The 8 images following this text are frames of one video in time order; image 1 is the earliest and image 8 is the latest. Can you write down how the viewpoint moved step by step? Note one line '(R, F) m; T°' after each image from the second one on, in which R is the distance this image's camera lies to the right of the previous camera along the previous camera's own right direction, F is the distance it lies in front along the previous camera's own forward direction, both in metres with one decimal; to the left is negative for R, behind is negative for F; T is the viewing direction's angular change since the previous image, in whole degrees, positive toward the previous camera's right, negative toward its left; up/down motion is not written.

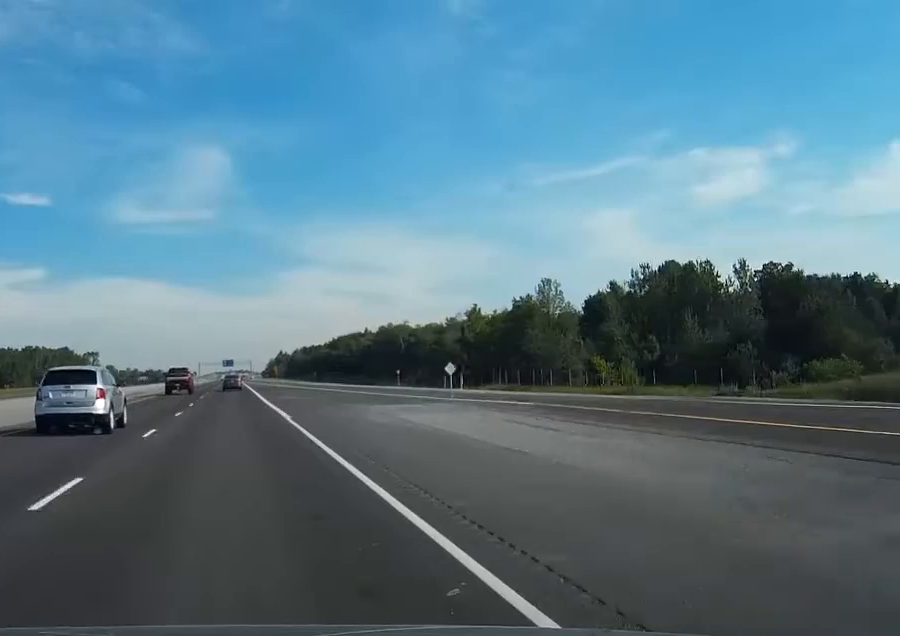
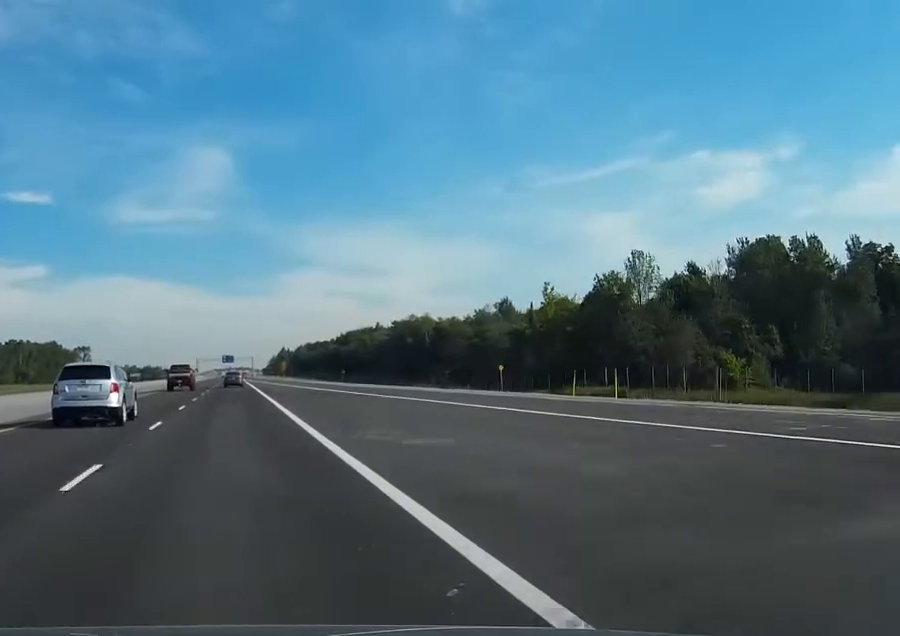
(+0.1, +34.5) m; 0°
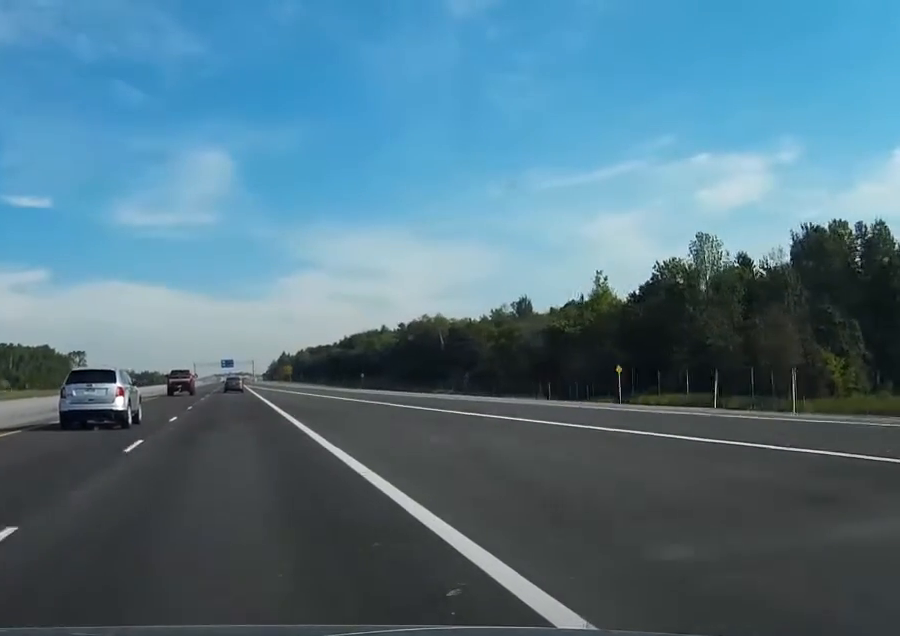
(0.0, +17.7) m; 0°
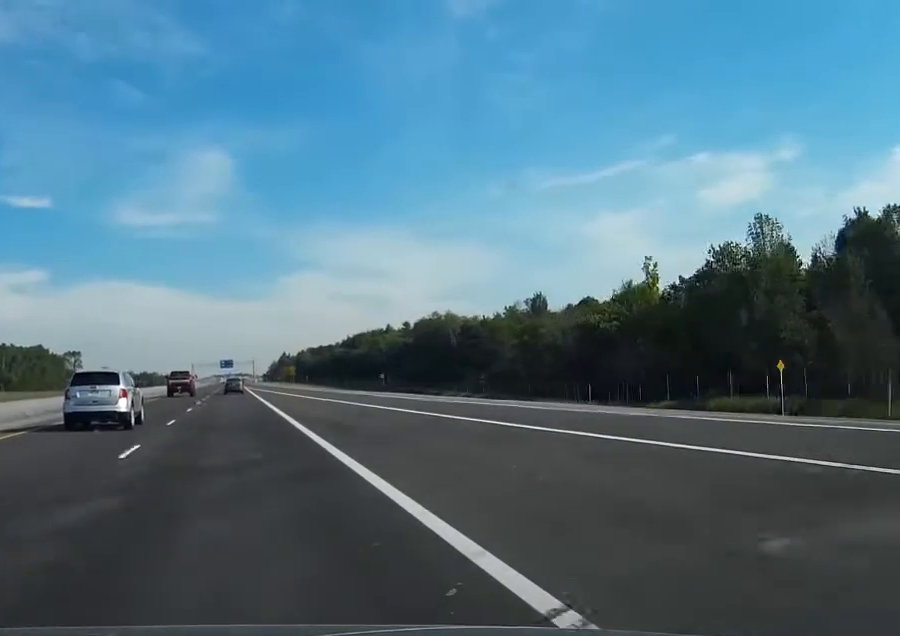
(0.0, +12.8) m; 0°
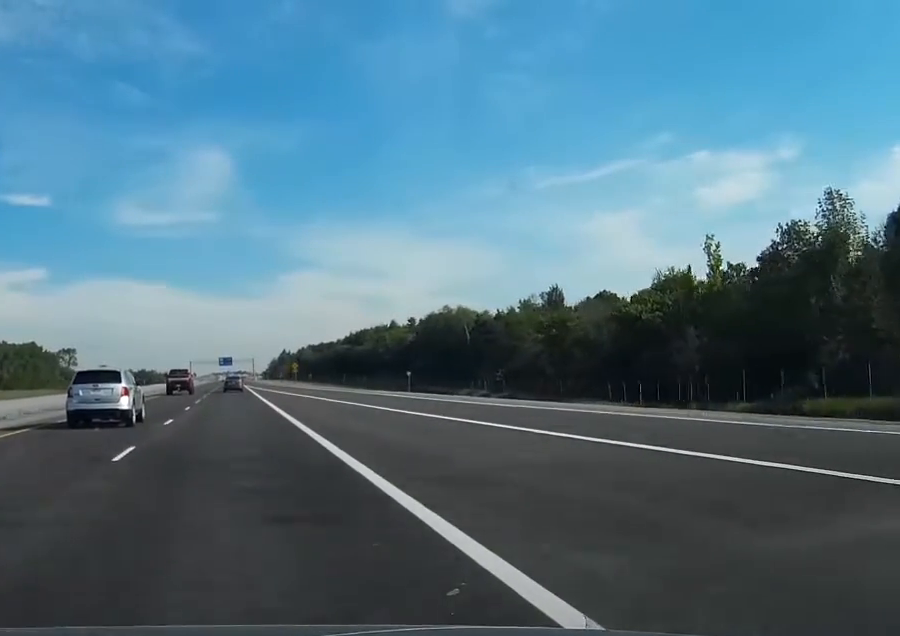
(0.0, +12.8) m; 0°
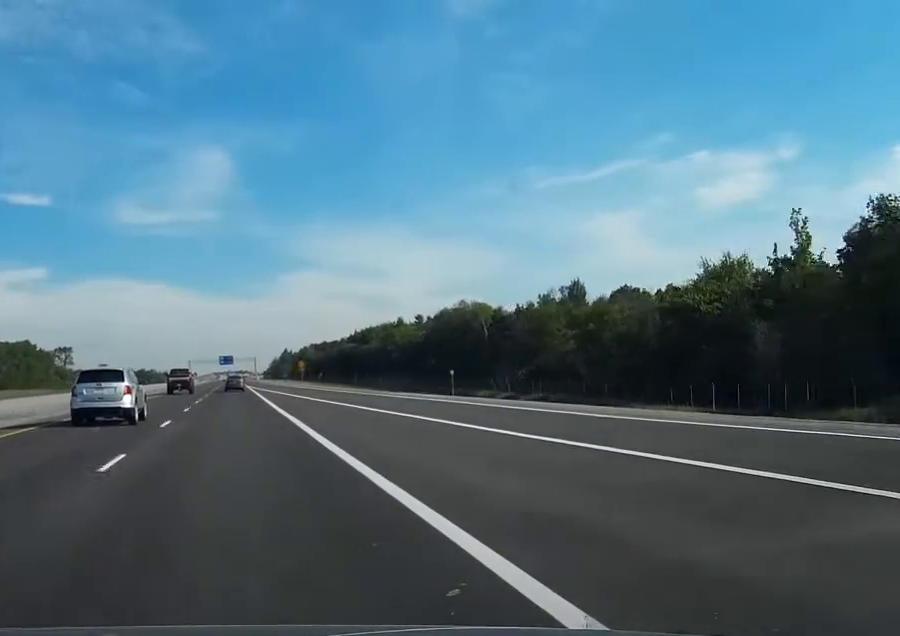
(0.0, +13.8) m; 0°
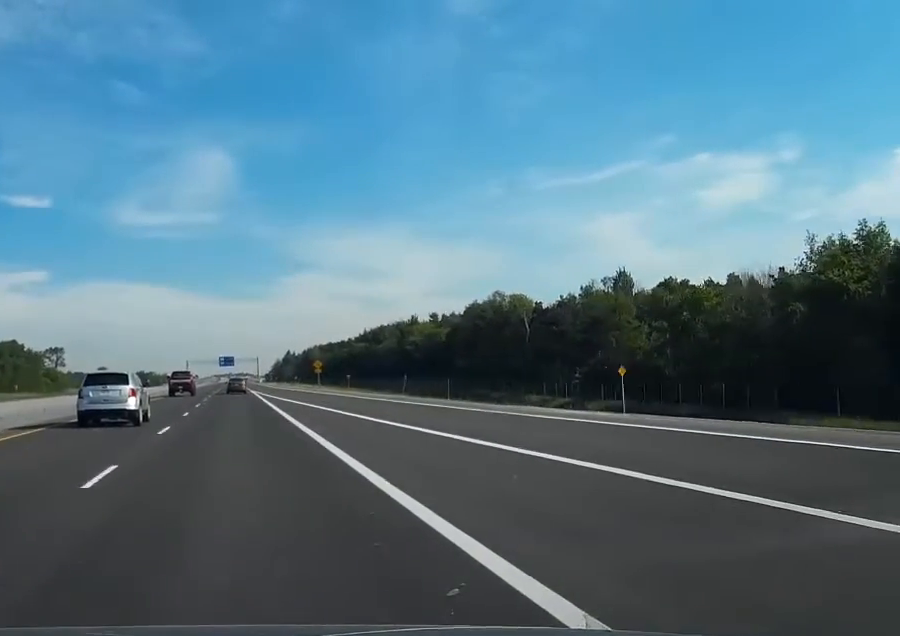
(0.0, +25.6) m; 0°
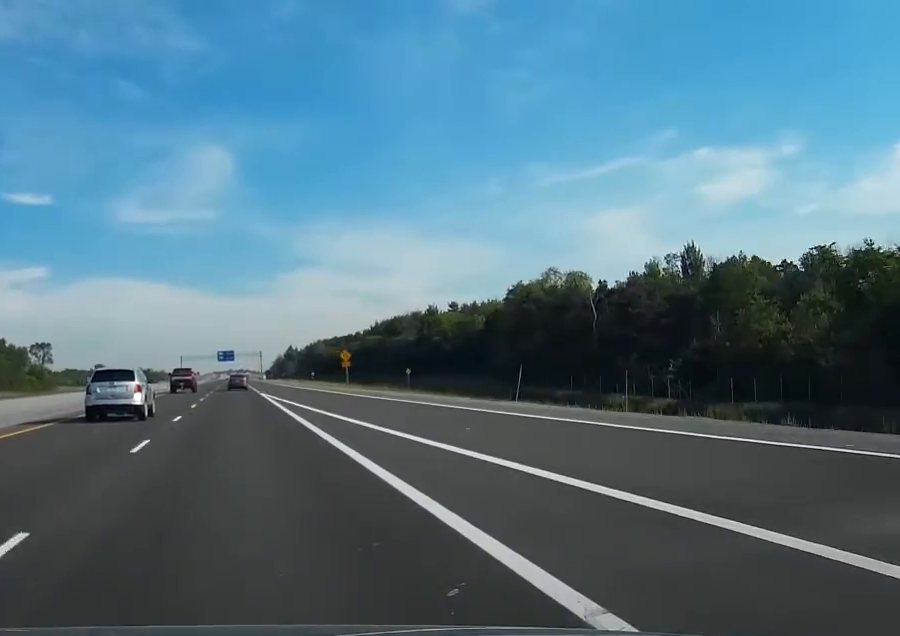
(-0.1, +30.6) m; 0°
